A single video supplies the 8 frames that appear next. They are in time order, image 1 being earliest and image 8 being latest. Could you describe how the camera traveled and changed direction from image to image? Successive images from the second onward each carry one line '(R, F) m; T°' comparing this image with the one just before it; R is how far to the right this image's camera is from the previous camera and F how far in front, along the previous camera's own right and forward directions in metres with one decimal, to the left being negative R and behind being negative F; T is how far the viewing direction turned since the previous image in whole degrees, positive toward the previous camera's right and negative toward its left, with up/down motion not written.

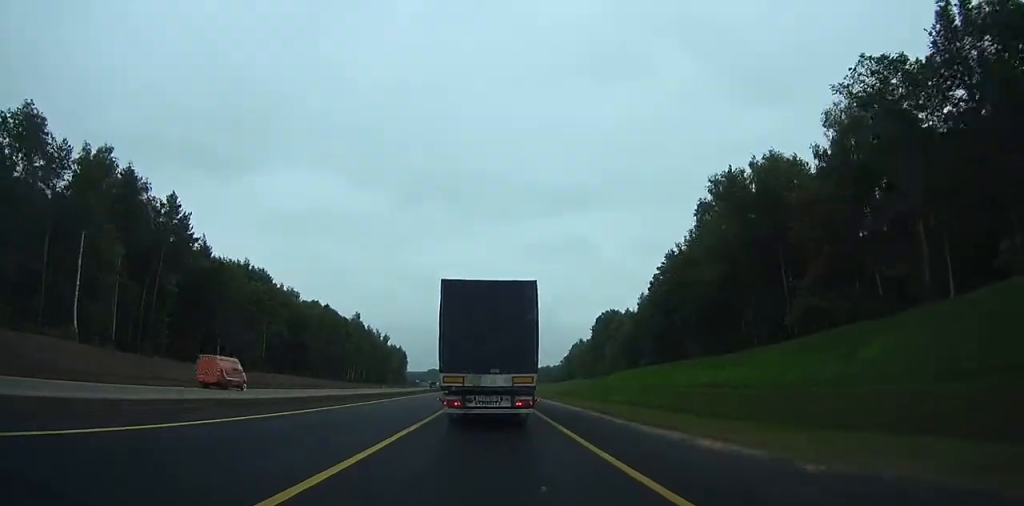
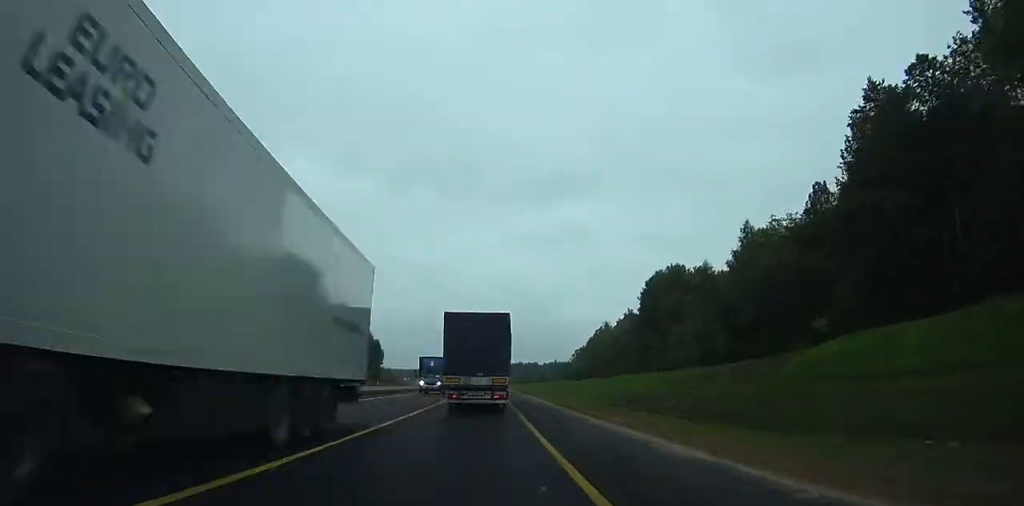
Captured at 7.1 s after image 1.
(-0.6, +69.1) m; -1°
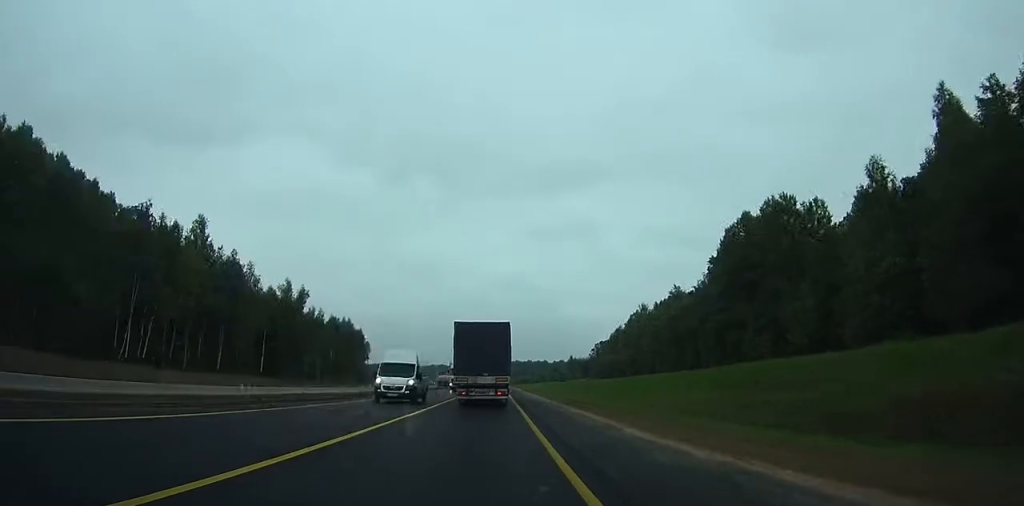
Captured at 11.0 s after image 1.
(0.0, +44.3) m; -1°
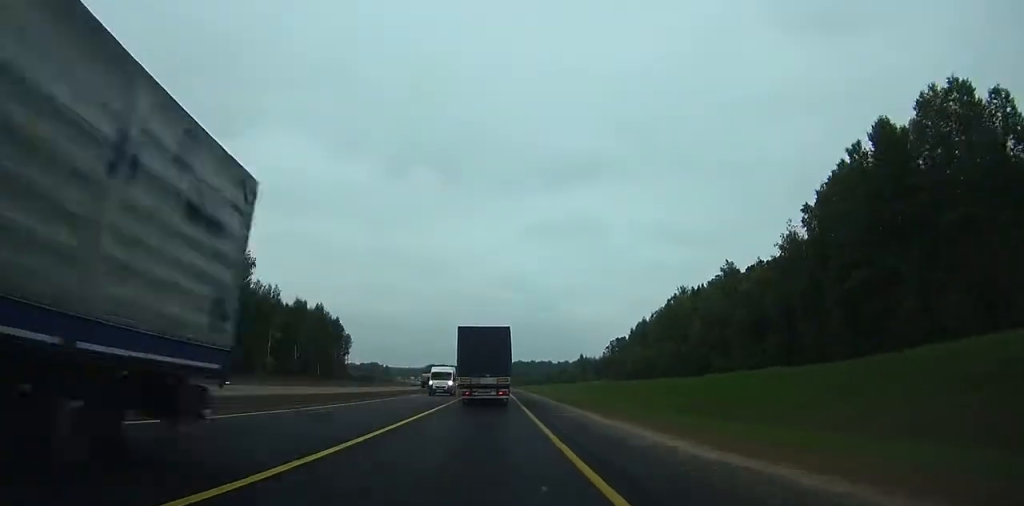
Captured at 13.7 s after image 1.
(-0.4, +33.0) m; 0°
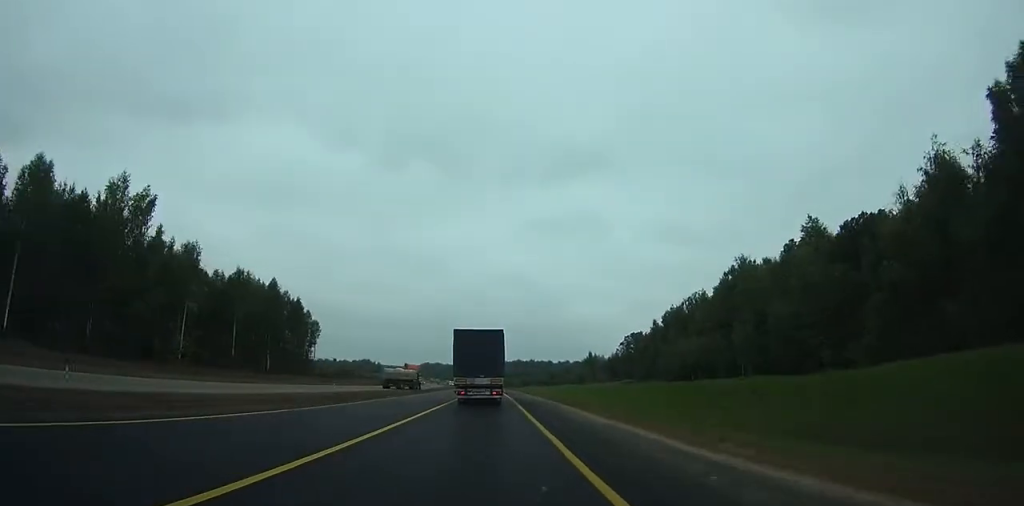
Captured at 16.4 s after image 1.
(+0.2, +34.8) m; 0°
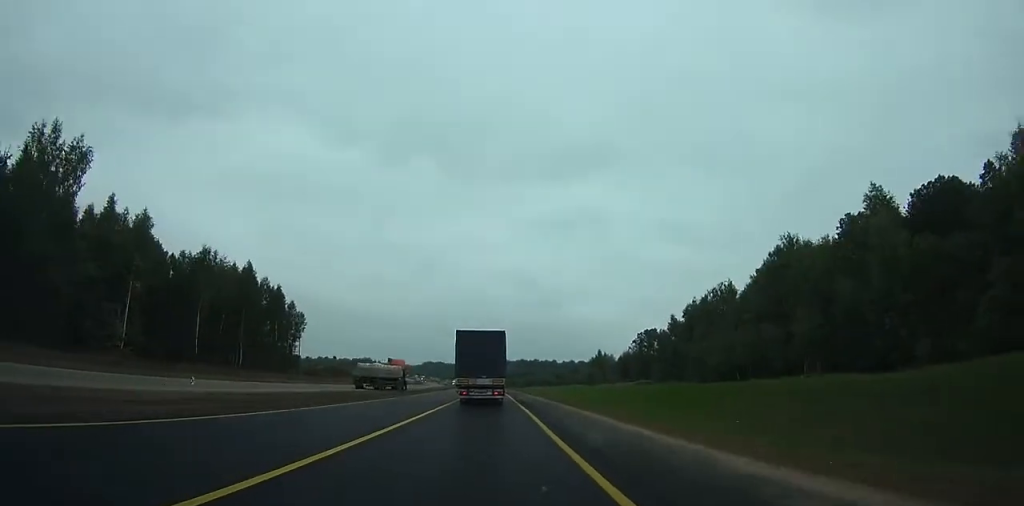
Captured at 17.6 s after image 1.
(0.0, +15.9) m; 0°
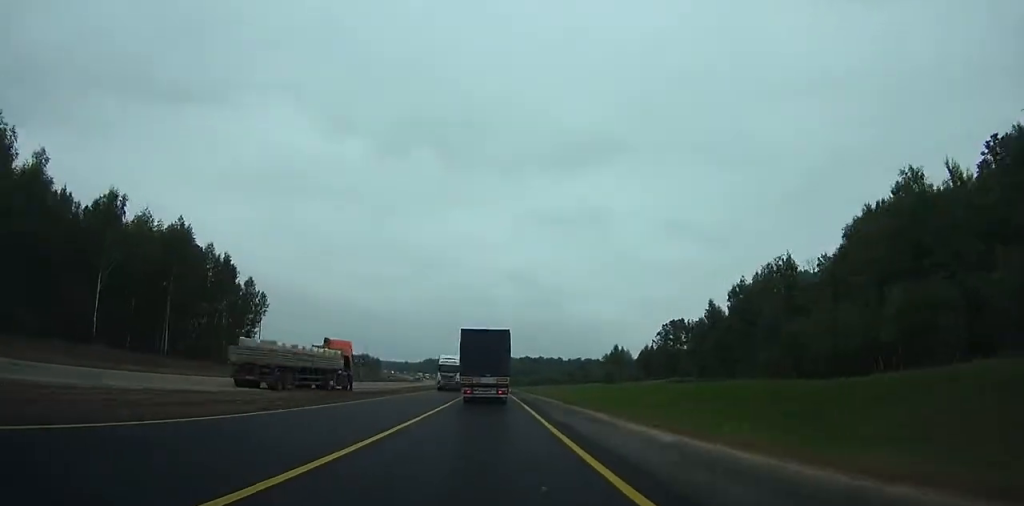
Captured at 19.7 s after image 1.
(+0.1, +28.0) m; 0°
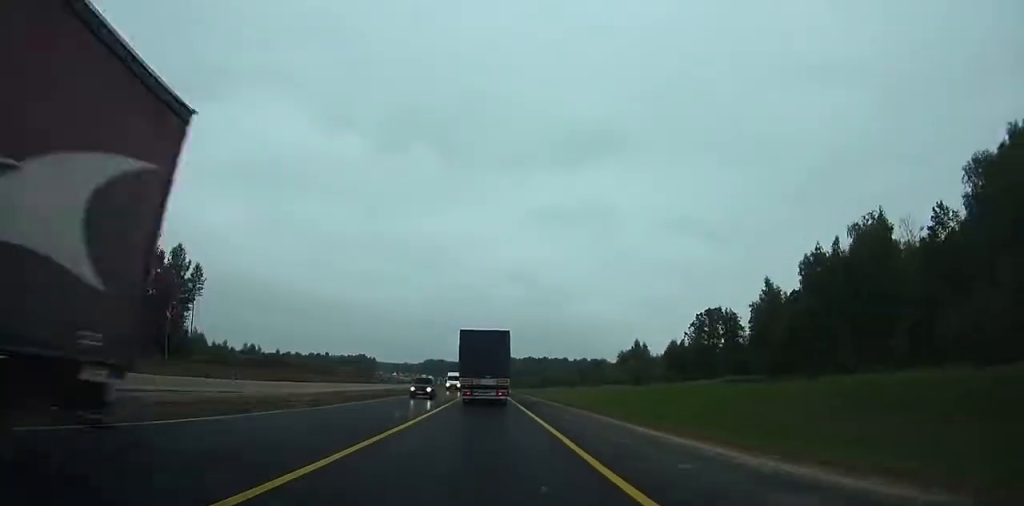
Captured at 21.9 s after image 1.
(-0.2, +30.0) m; -1°
